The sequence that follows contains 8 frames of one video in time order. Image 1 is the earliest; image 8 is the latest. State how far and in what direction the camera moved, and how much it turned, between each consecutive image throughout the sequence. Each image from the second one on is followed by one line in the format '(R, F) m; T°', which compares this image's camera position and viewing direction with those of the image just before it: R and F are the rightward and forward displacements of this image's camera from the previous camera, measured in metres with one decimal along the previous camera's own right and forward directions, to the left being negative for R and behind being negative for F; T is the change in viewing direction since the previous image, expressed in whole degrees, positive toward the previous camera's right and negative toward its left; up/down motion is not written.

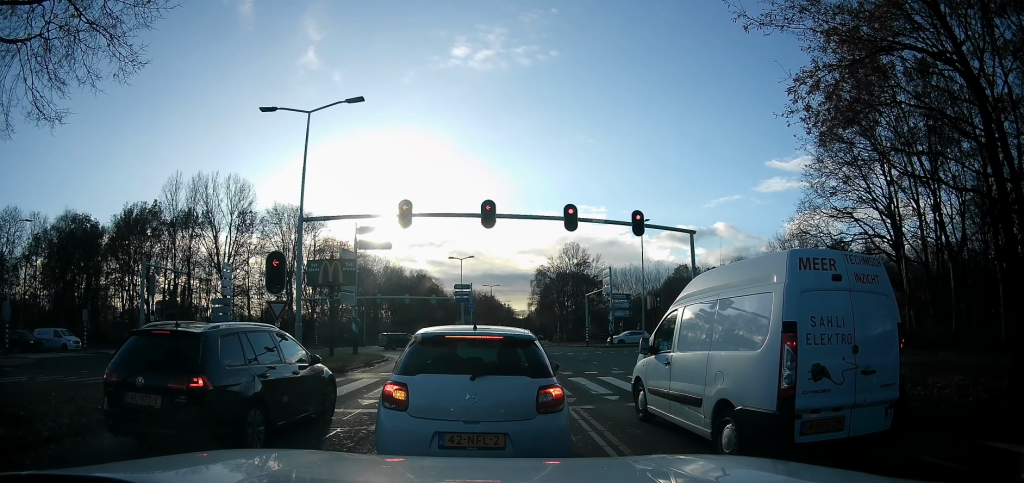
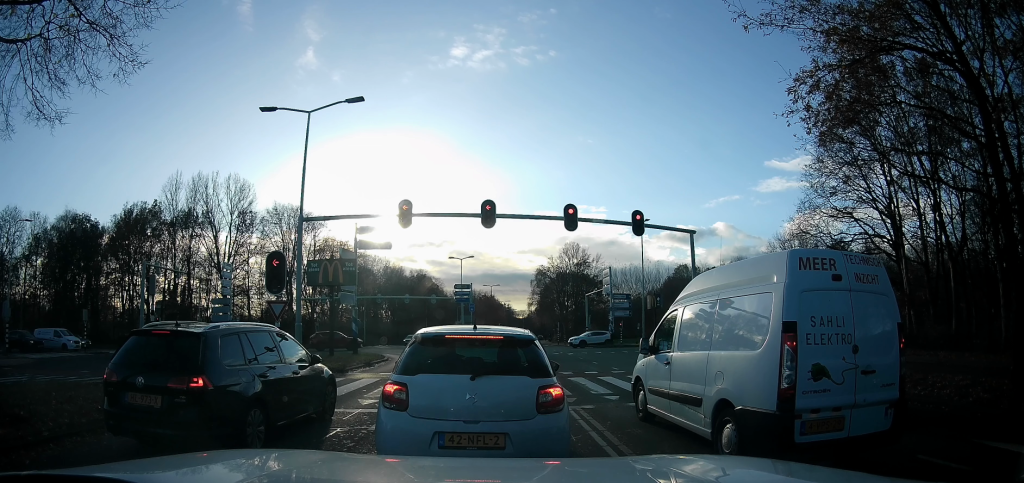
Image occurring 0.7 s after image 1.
(0.0, 0.0) m; 0°
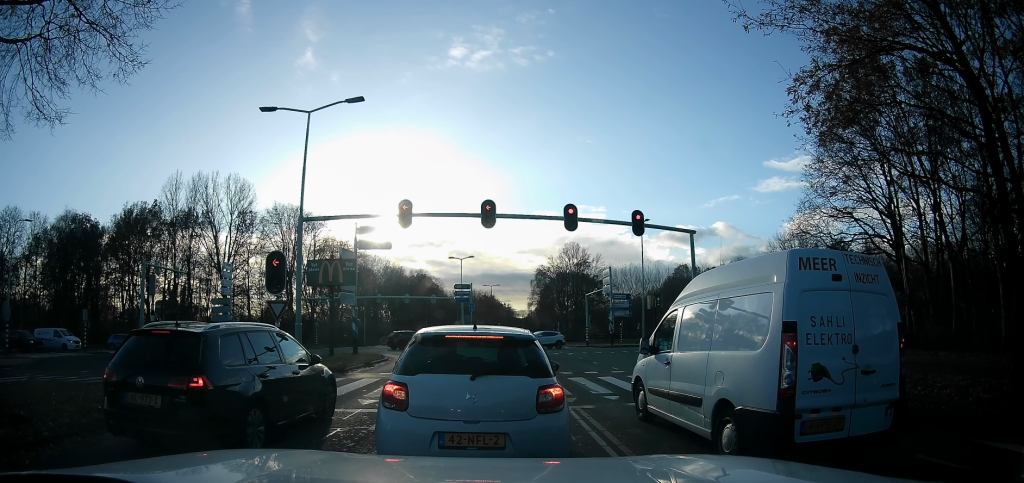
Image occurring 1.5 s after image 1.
(0.0, 0.0) m; 0°
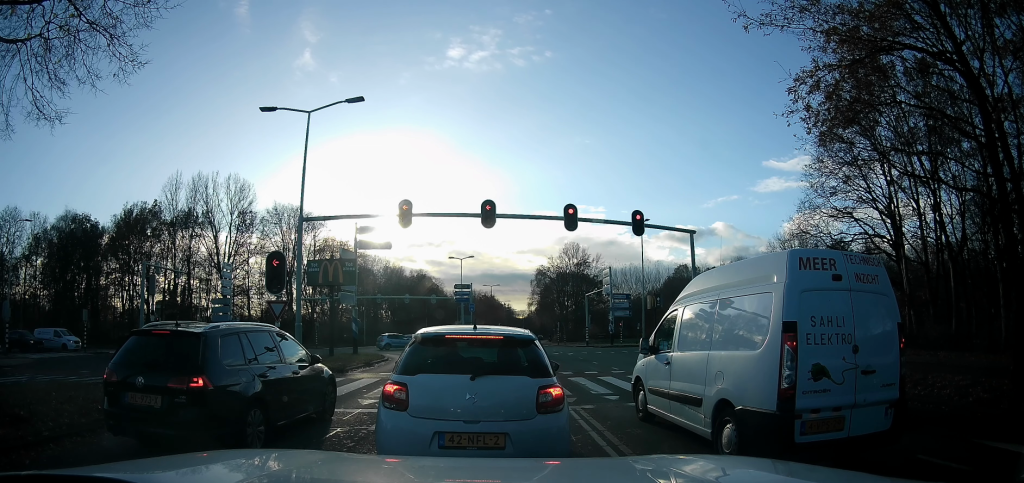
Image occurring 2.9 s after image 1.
(0.0, 0.0) m; 0°
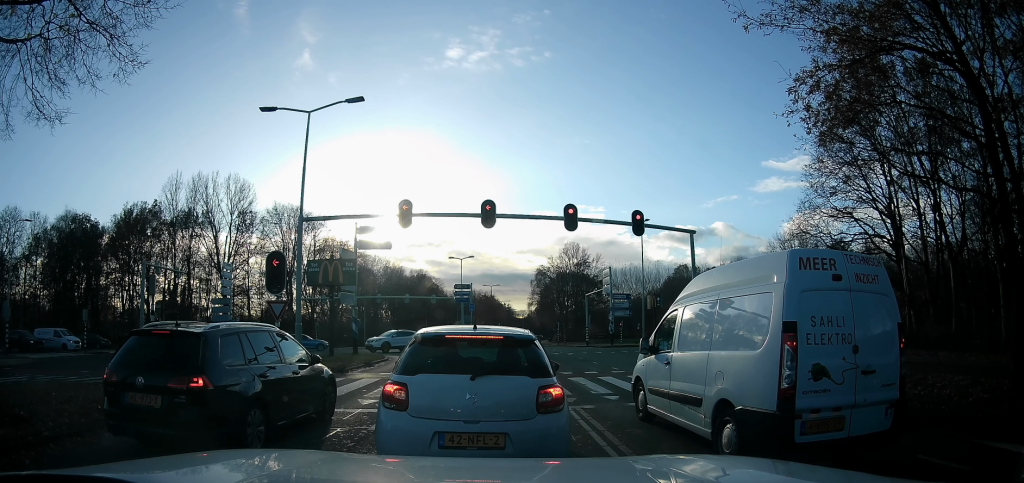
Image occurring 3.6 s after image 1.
(0.0, 0.0) m; 0°
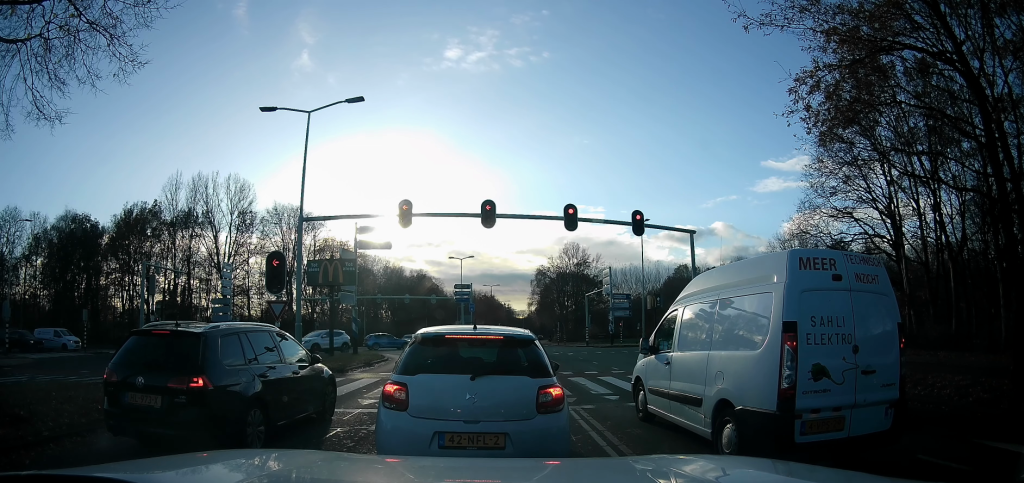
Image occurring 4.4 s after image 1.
(0.0, 0.0) m; 0°
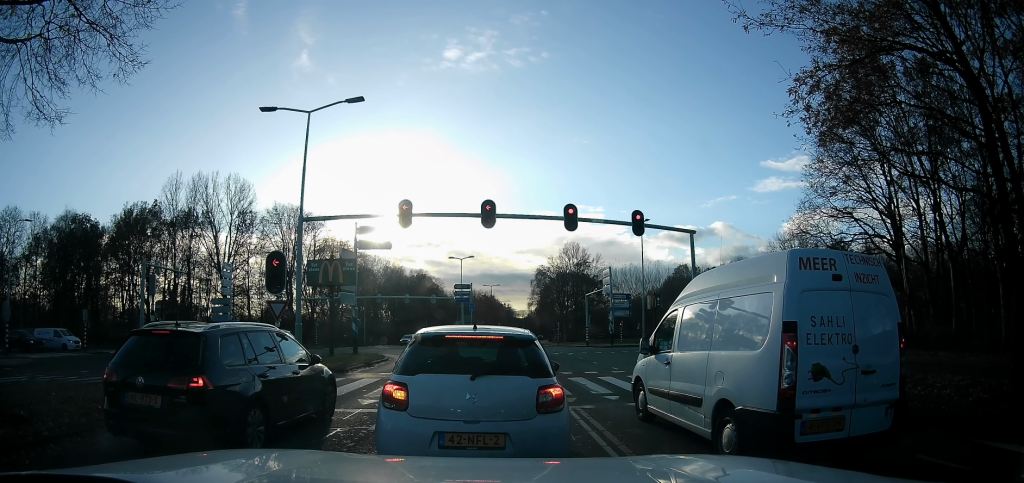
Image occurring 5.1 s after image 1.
(0.0, 0.0) m; 0°
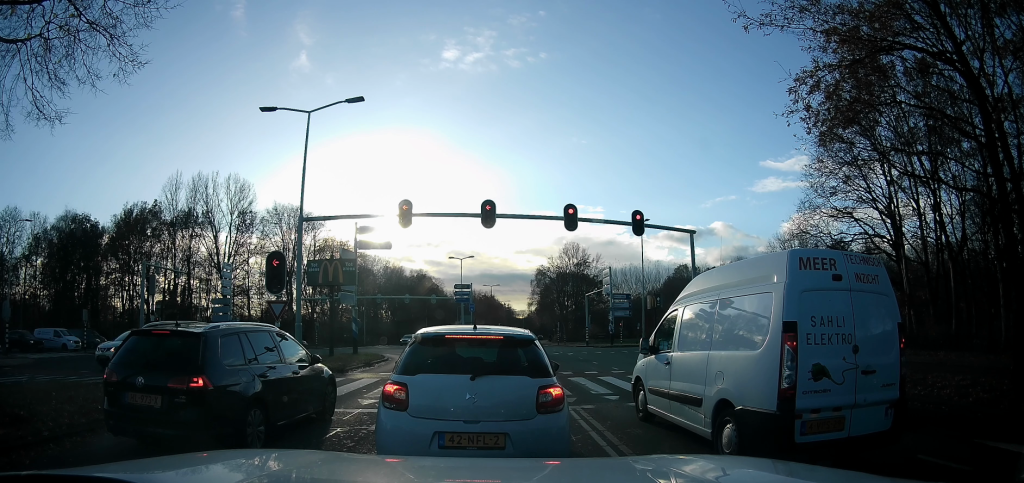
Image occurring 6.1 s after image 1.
(0.0, 0.0) m; 0°
